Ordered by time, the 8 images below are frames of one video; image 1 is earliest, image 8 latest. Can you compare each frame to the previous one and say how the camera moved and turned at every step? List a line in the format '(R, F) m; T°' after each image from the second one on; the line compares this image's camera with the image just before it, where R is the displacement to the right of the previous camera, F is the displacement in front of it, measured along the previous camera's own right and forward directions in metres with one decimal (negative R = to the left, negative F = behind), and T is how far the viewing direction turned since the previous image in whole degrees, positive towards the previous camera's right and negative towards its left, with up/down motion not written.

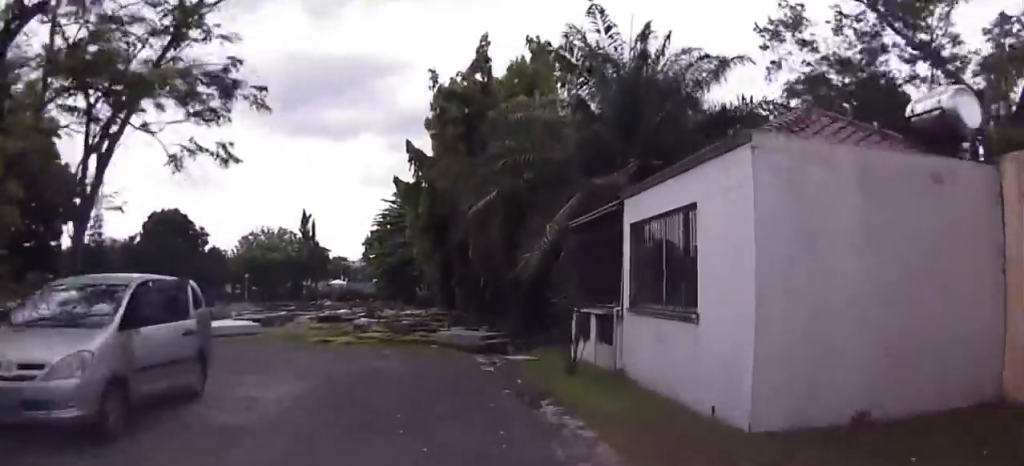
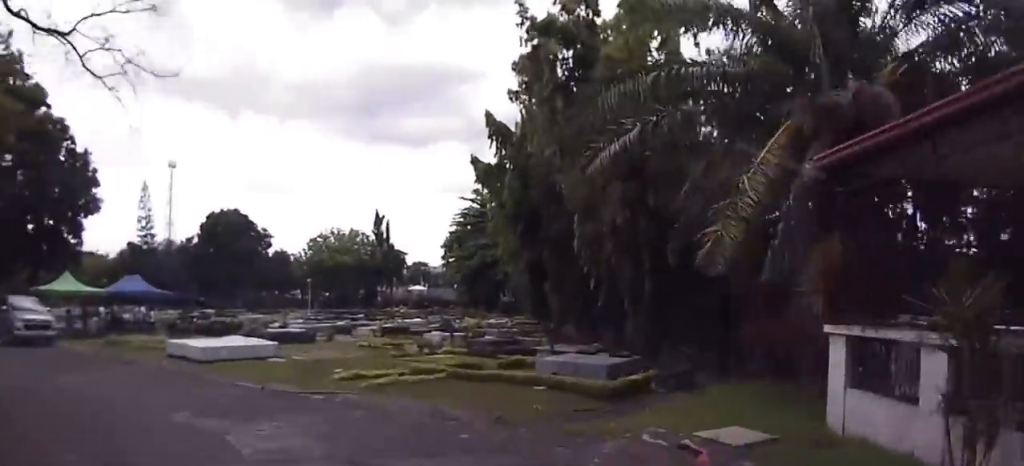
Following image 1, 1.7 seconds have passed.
(+0.8, +8.6) m; -12°
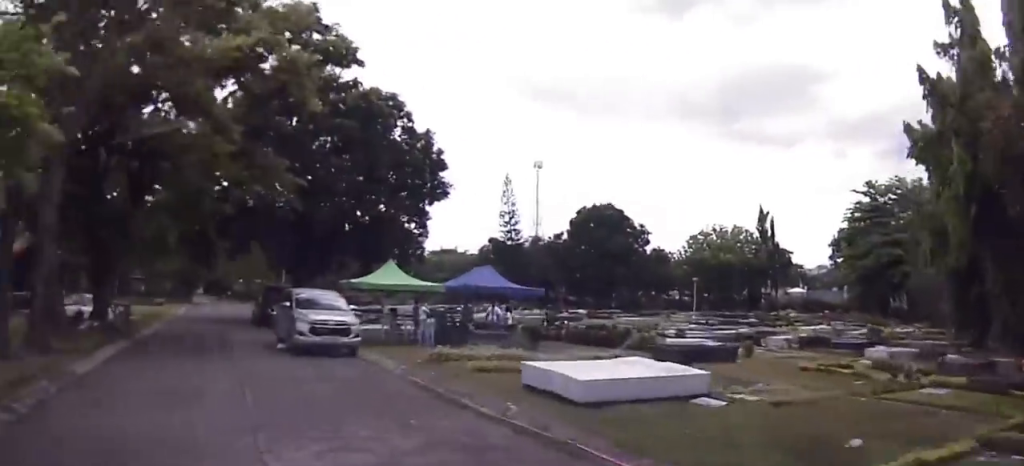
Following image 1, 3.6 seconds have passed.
(-2.5, +8.4) m; -19°
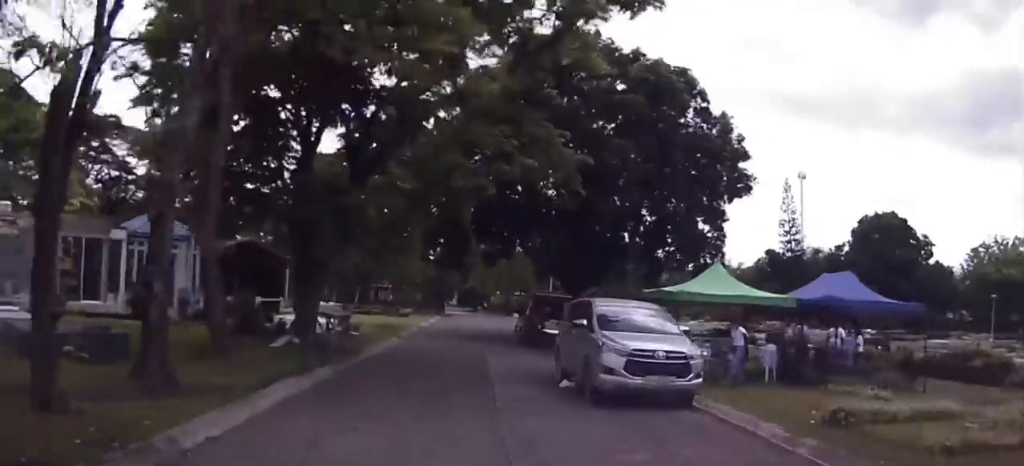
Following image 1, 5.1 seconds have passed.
(-0.7, +7.0) m; -15°
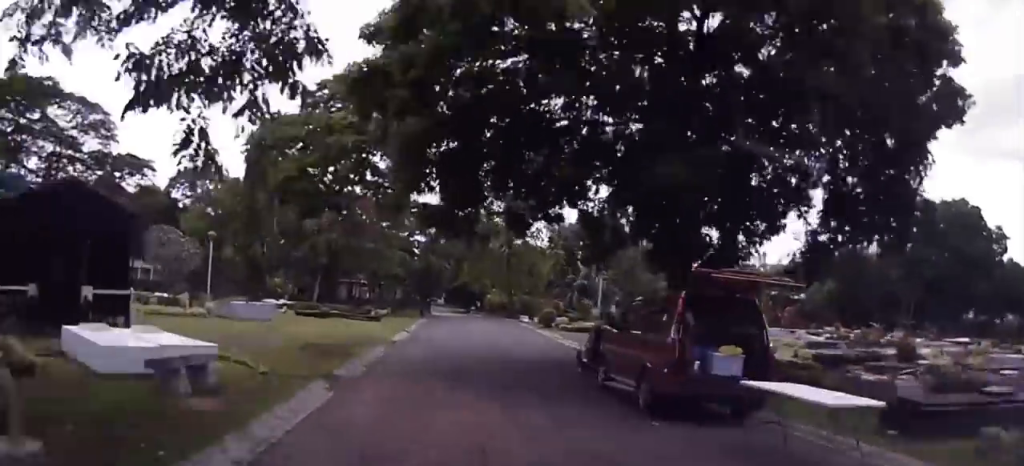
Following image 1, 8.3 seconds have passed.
(-2.6, +15.4) m; -6°
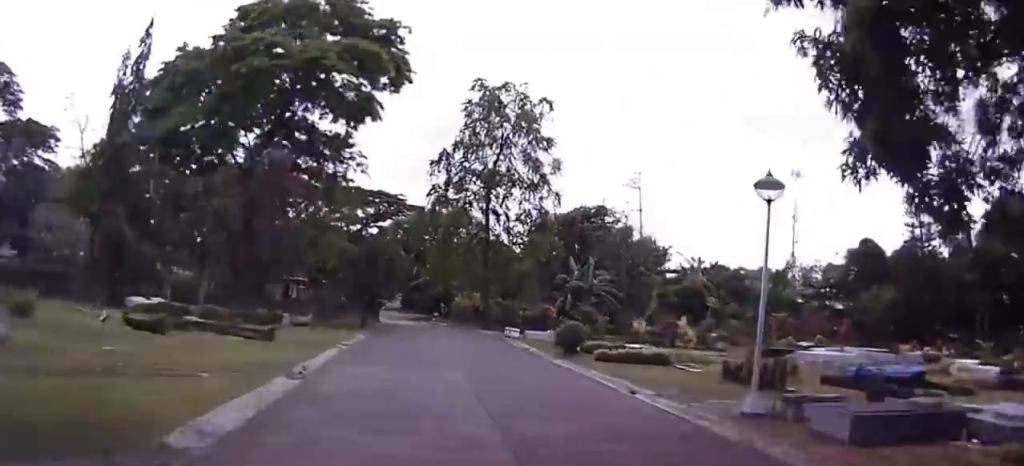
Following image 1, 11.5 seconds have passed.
(+1.0, +16.4) m; +6°
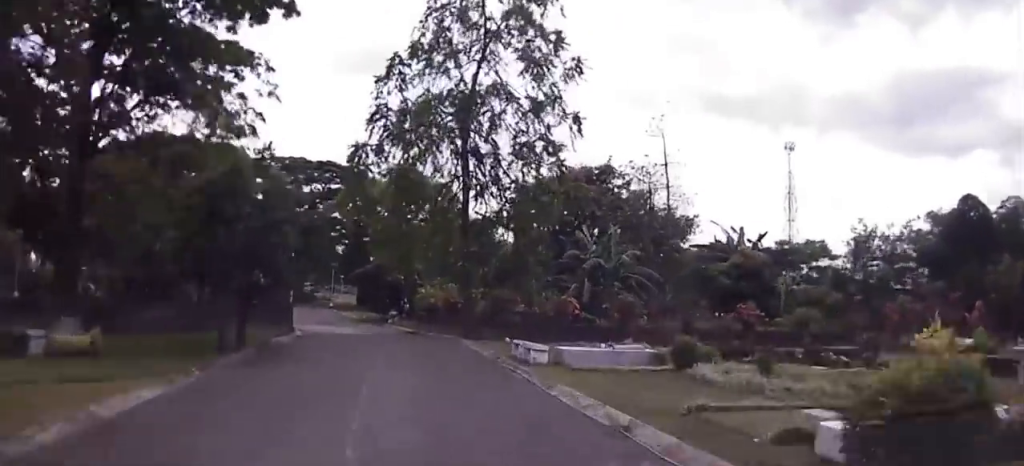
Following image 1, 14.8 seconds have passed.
(+0.7, +18.0) m; -1°
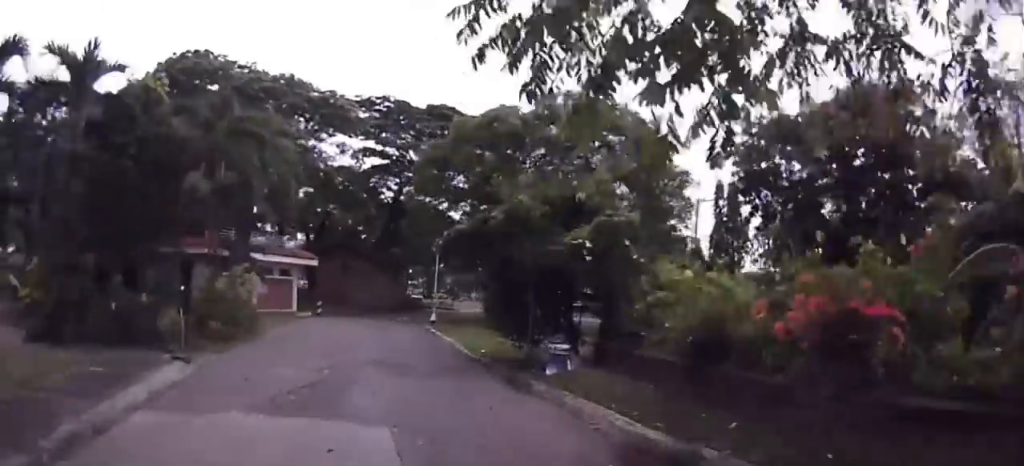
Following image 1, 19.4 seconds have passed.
(-1.7, +25.6) m; -9°
